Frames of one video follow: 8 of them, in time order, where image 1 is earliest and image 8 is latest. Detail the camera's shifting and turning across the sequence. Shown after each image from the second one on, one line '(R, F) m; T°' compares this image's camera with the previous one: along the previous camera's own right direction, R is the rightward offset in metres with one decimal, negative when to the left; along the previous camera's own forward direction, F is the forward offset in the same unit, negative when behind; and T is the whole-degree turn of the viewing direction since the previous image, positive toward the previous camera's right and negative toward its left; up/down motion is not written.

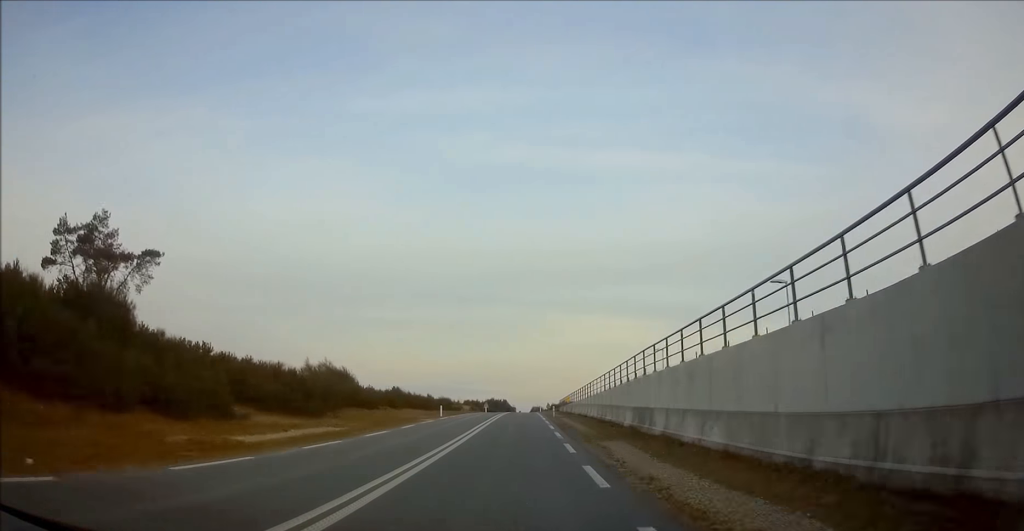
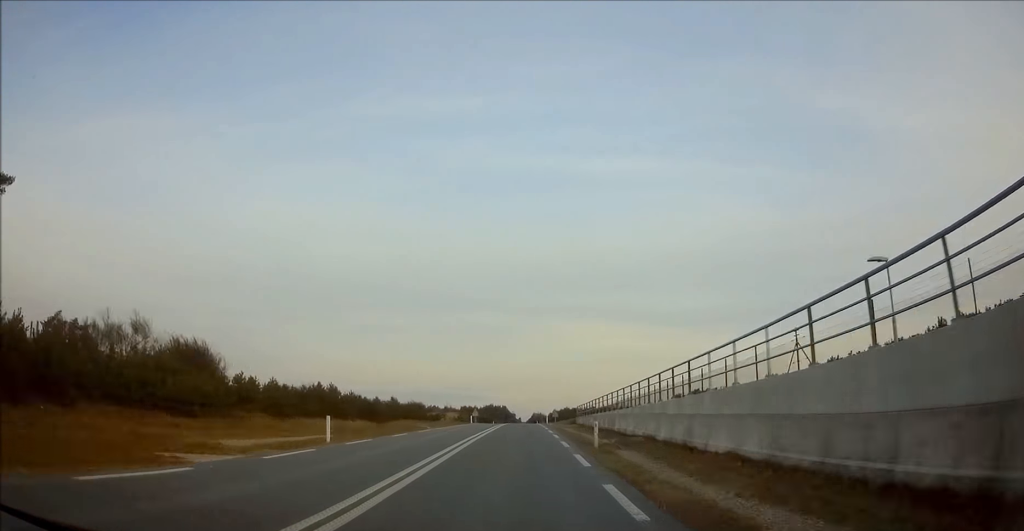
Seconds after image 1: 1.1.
(-0.3, +26.2) m; -1°
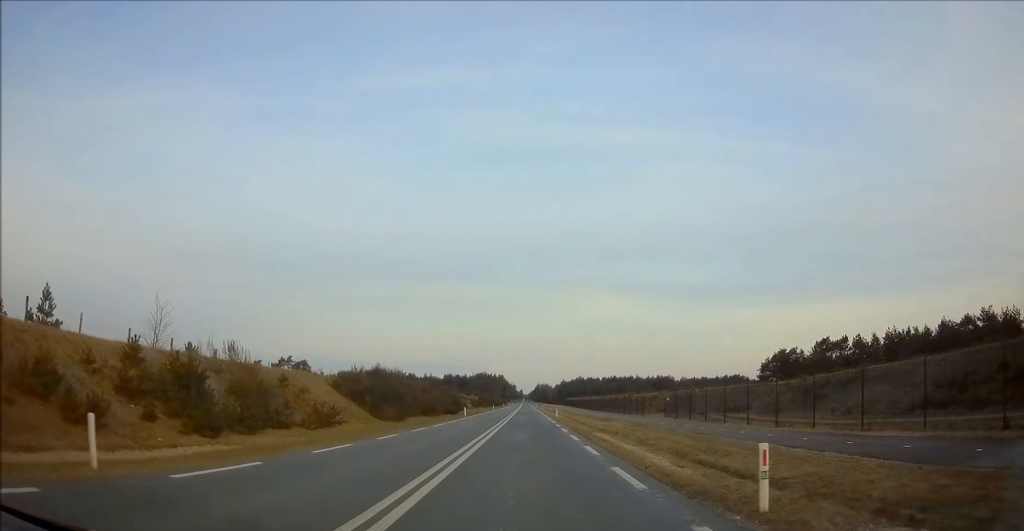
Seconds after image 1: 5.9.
(-0.1, +112.2) m; 0°
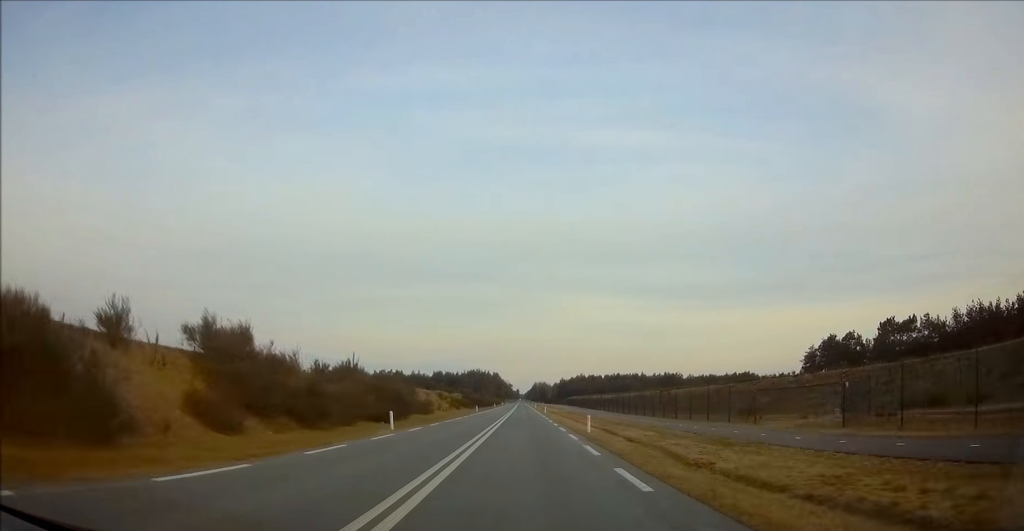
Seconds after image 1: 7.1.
(0.0, +30.4) m; 0°
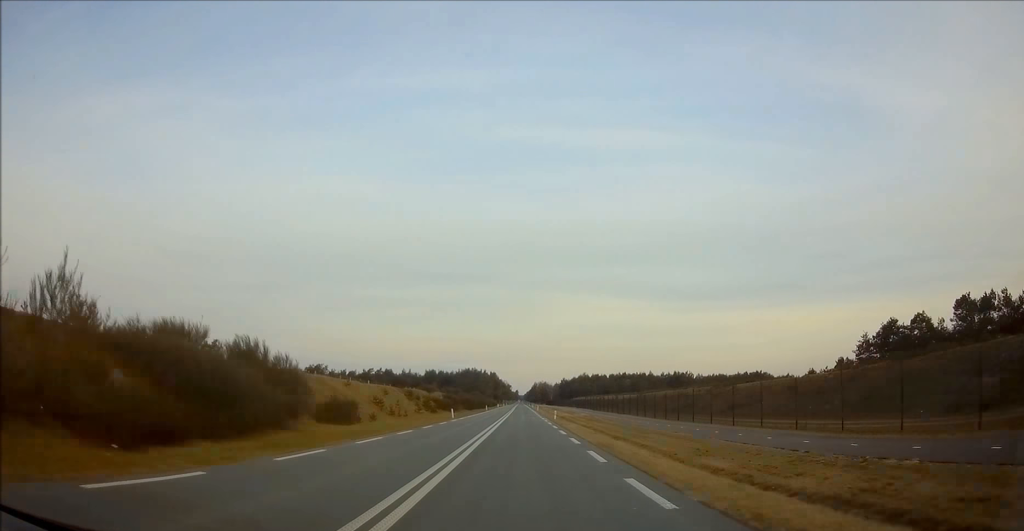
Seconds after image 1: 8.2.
(+0.1, +25.7) m; 0°
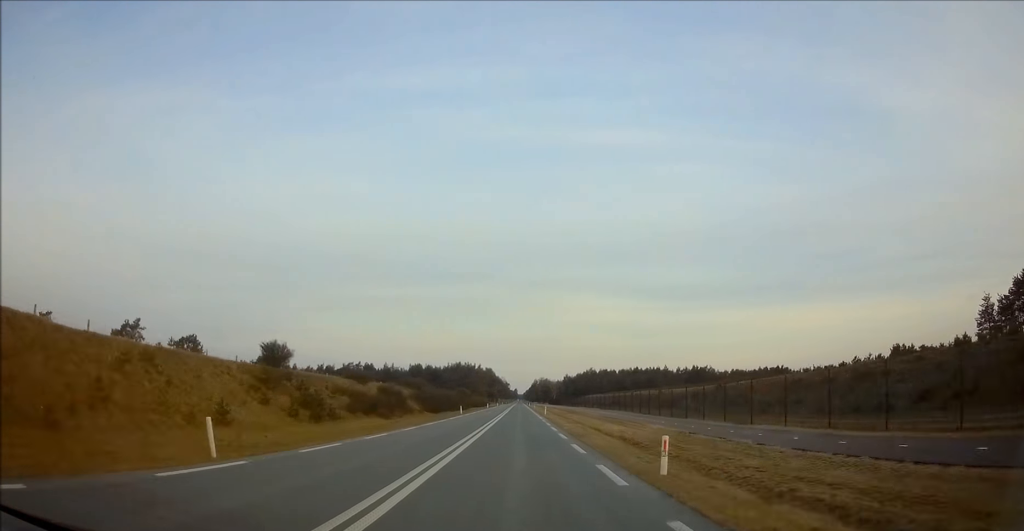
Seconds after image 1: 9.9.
(+0.1, +40.3) m; 0°
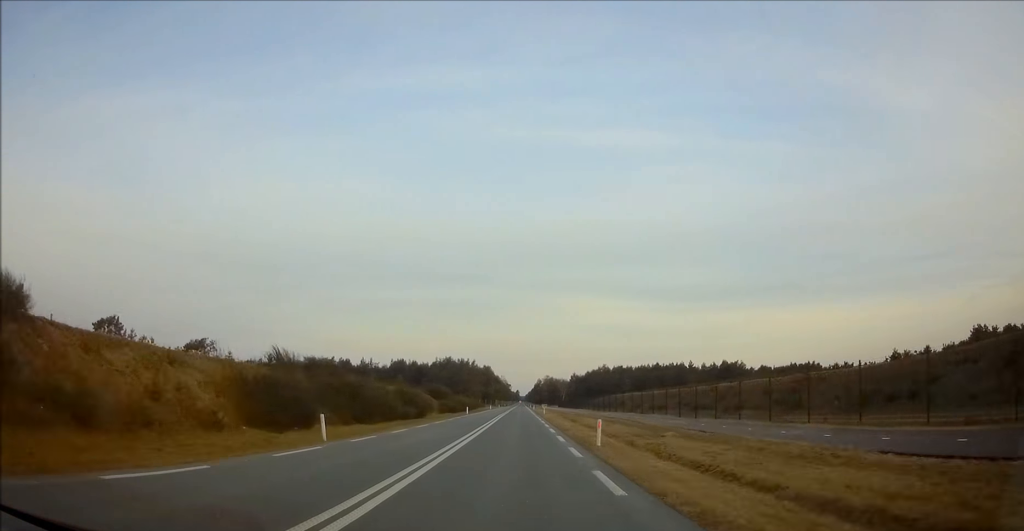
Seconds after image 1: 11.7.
(+0.1, +43.4) m; 0°
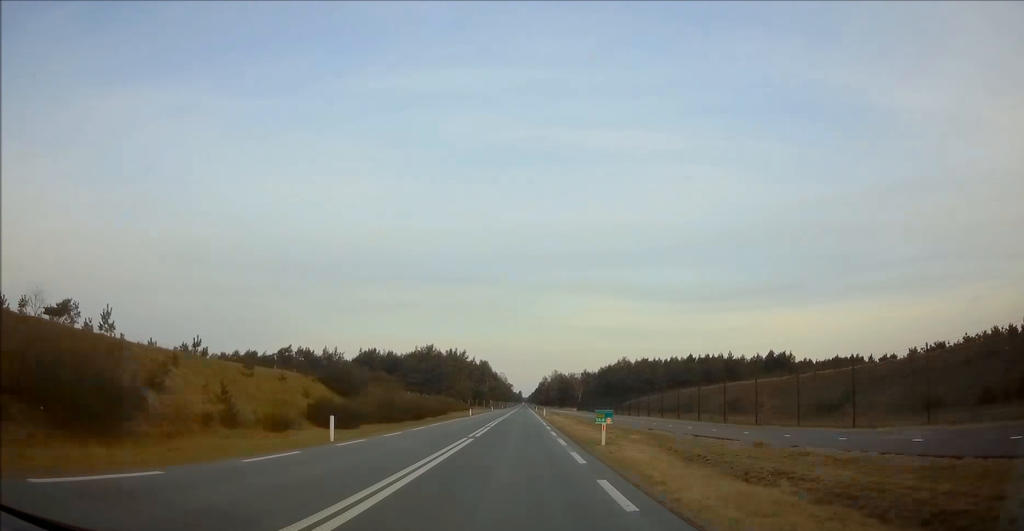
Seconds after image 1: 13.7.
(-0.1, +49.7) m; 0°
